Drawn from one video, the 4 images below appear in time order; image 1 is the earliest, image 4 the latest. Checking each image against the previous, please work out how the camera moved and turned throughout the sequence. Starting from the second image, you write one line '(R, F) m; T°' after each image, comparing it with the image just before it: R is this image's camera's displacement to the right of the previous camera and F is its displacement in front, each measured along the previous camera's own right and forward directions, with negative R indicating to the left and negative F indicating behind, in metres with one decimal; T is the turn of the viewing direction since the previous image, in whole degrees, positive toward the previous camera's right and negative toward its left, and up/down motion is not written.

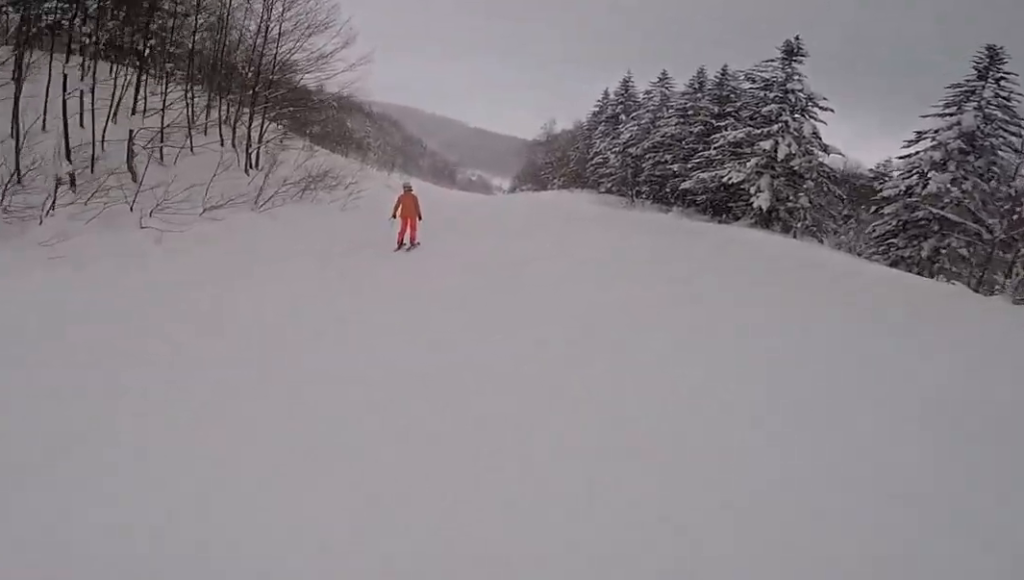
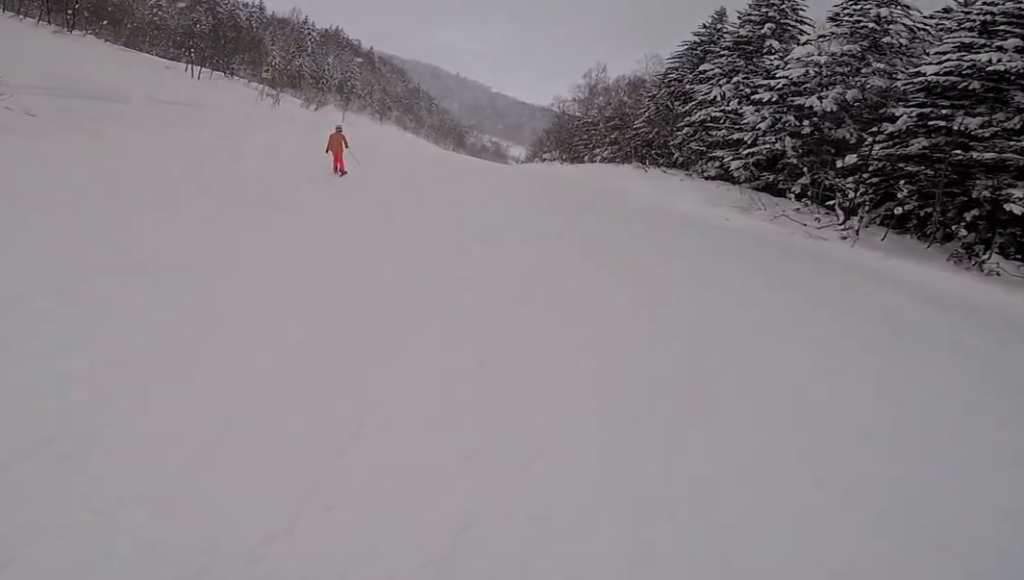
(+6.0, +34.4) m; +3°
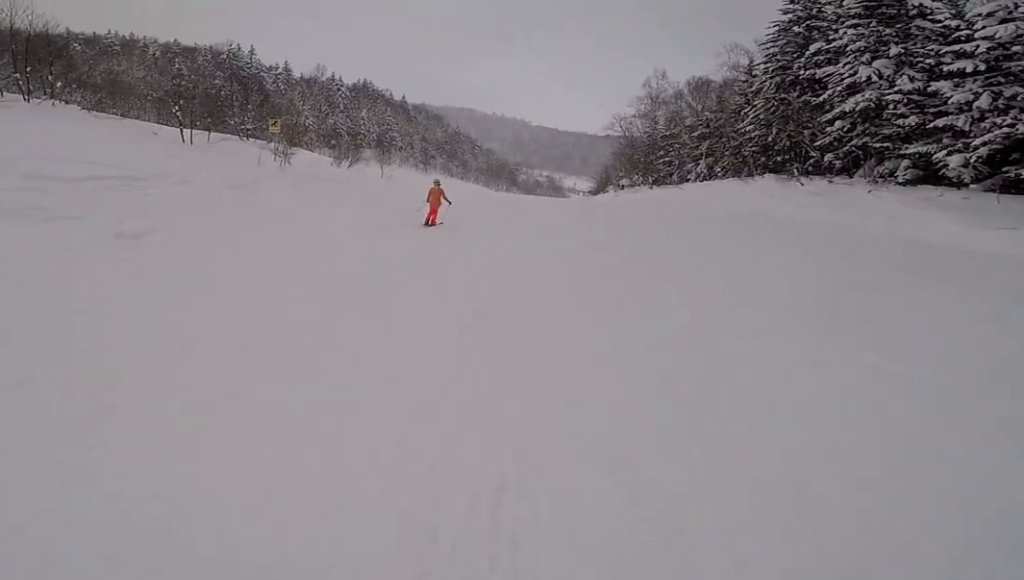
(-1.0, +9.4) m; -7°
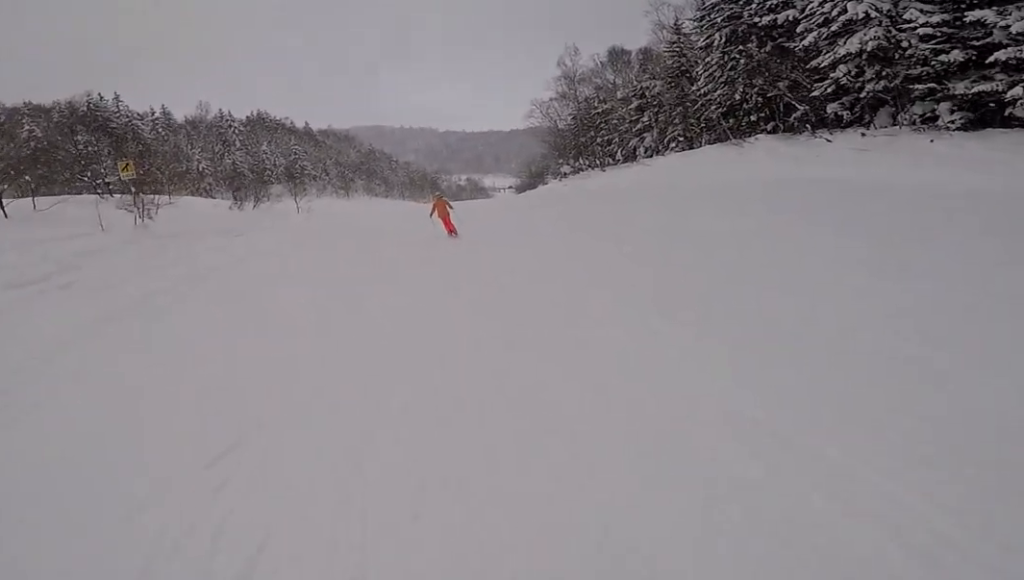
(+0.4, +7.2) m; +6°
